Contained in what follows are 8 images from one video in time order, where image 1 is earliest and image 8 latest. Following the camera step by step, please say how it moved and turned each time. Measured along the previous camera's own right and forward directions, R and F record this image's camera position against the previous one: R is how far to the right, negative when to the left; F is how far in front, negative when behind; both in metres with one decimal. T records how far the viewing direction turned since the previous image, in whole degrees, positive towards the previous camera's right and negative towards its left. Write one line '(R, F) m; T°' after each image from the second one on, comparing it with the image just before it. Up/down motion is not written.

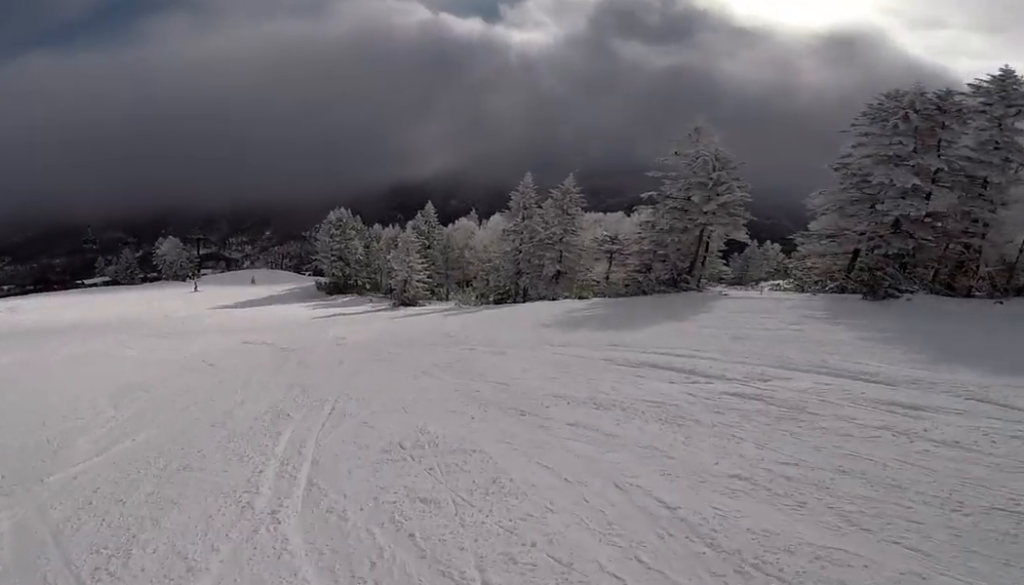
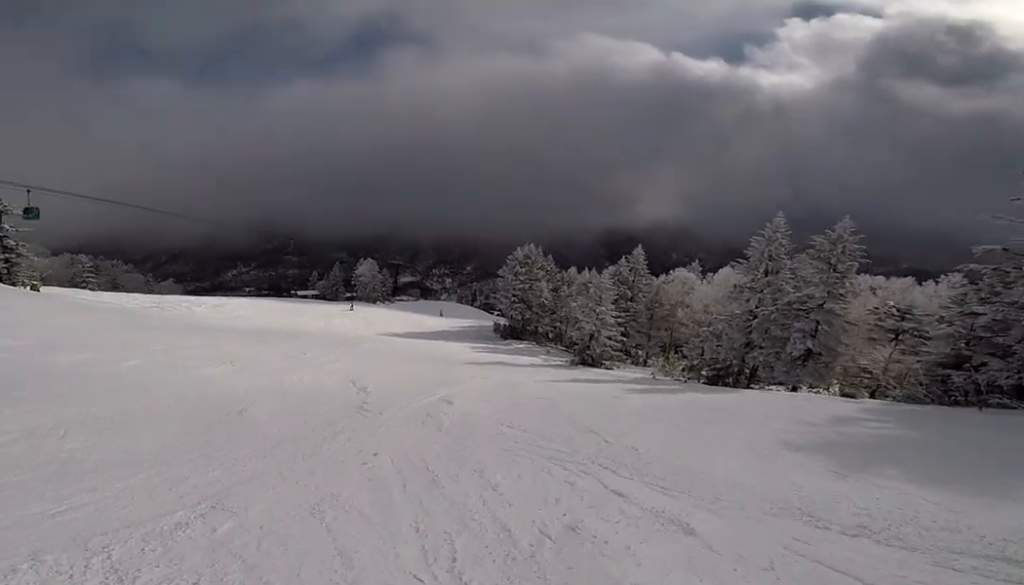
(-0.2, +4.7) m; -20°
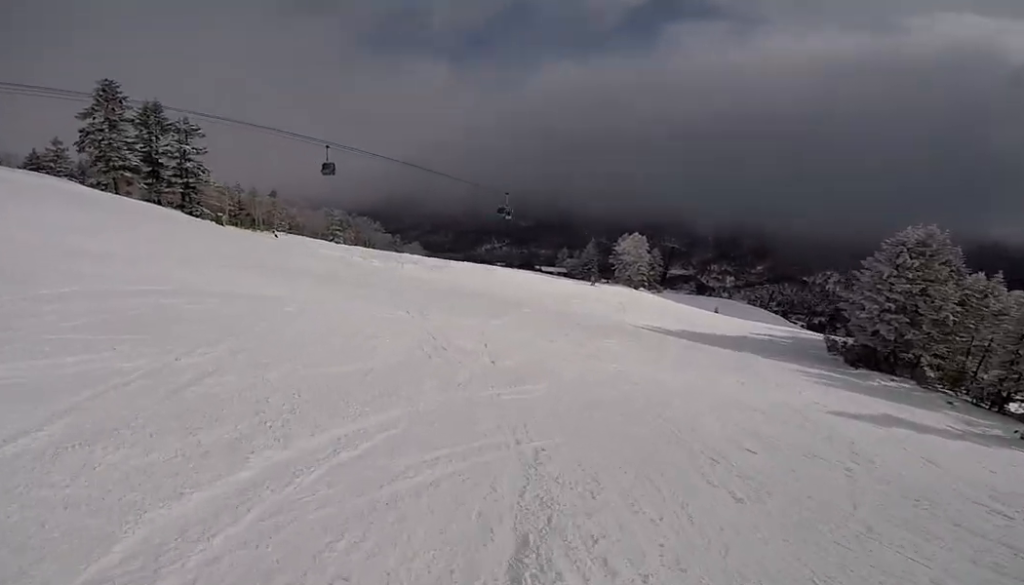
(-5.4, +9.8) m; -38°
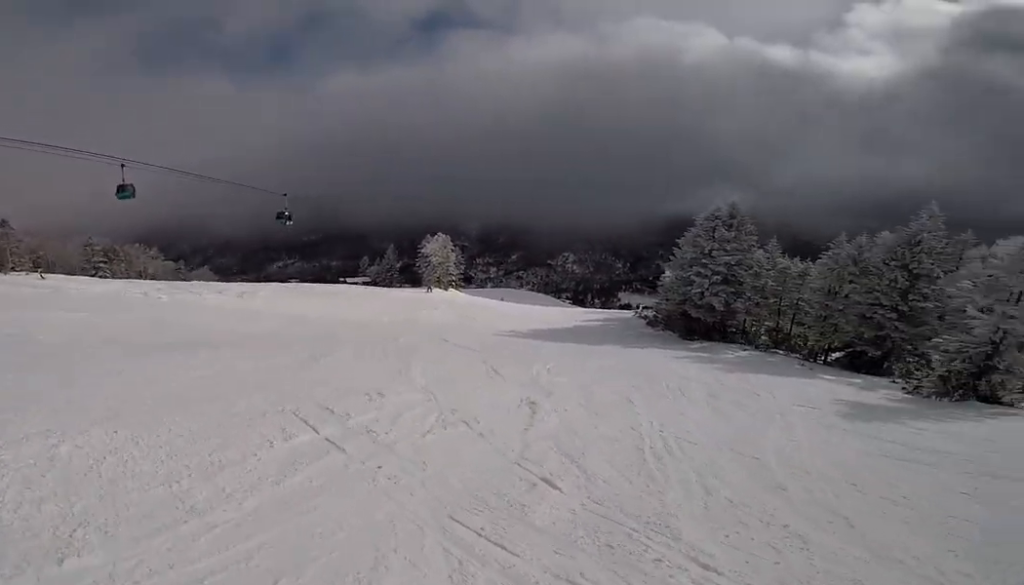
(+1.0, +7.8) m; +19°
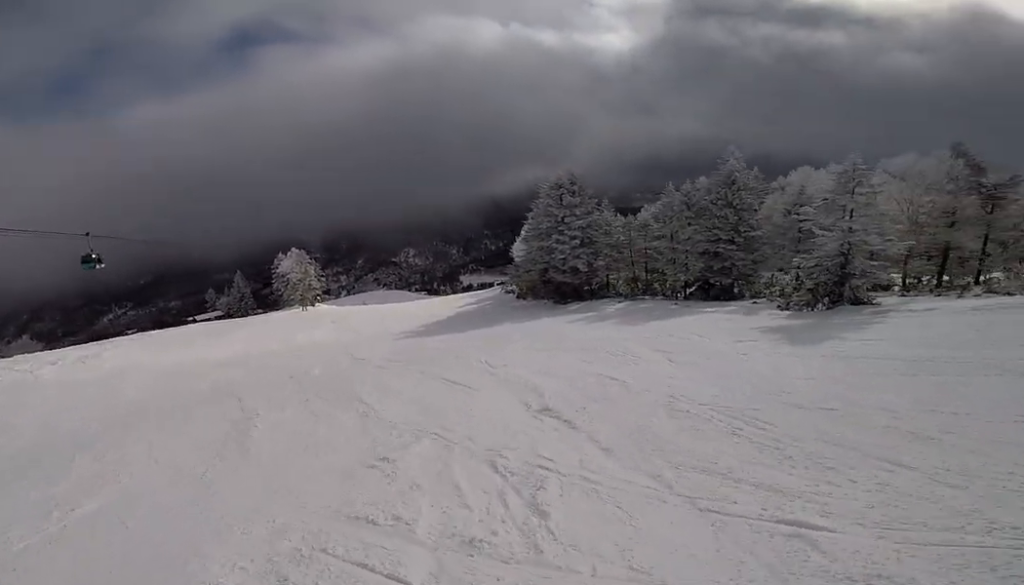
(+0.4, +3.6) m; +10°
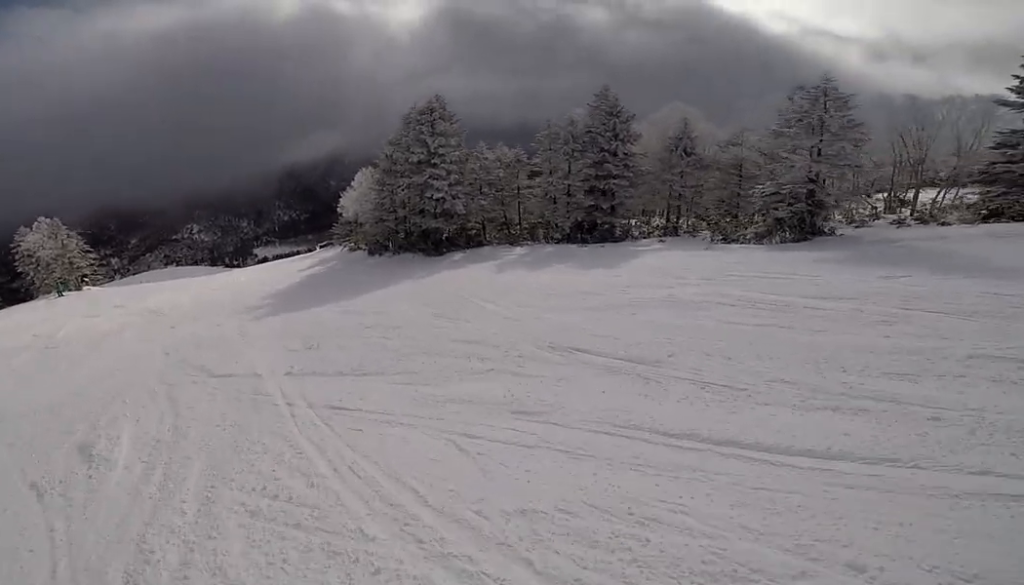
(+2.6, +10.0) m; +33°
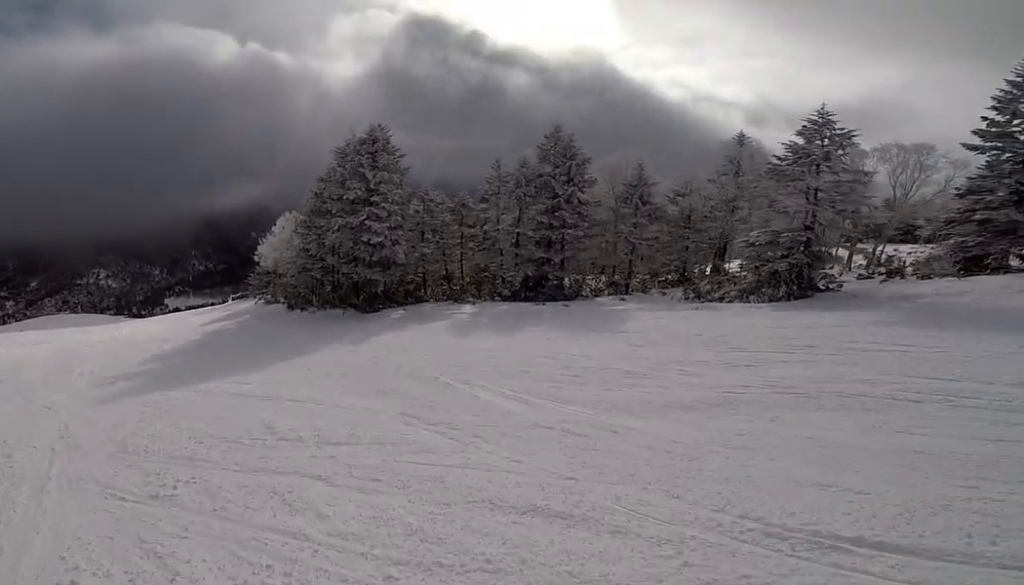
(+0.6, +4.6) m; +4°
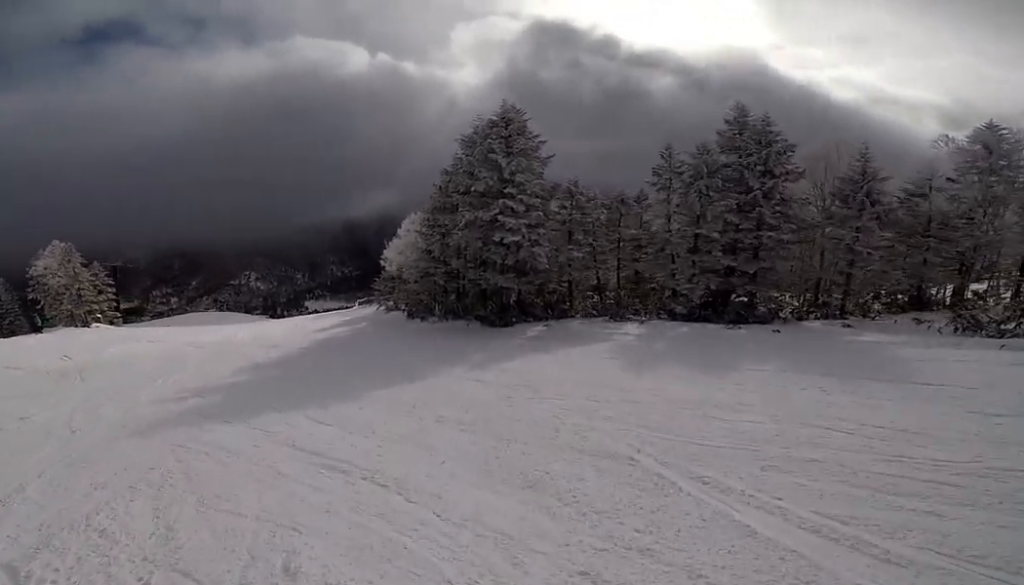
(+0.5, +3.5) m; -4°
